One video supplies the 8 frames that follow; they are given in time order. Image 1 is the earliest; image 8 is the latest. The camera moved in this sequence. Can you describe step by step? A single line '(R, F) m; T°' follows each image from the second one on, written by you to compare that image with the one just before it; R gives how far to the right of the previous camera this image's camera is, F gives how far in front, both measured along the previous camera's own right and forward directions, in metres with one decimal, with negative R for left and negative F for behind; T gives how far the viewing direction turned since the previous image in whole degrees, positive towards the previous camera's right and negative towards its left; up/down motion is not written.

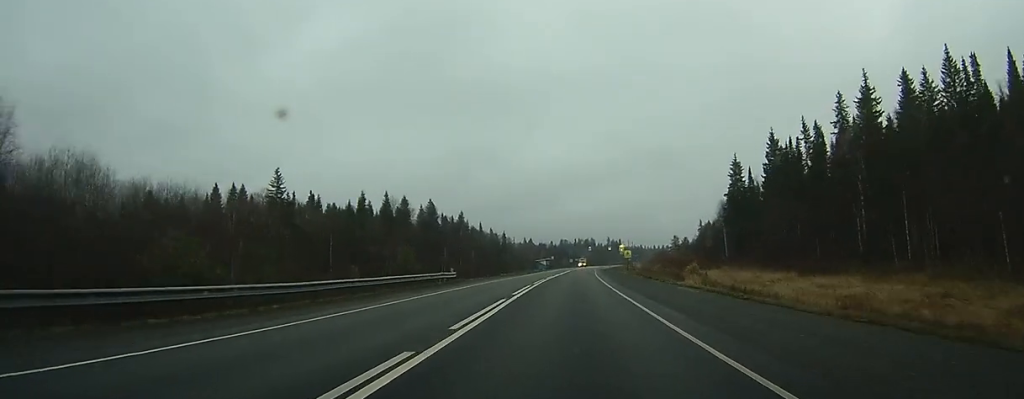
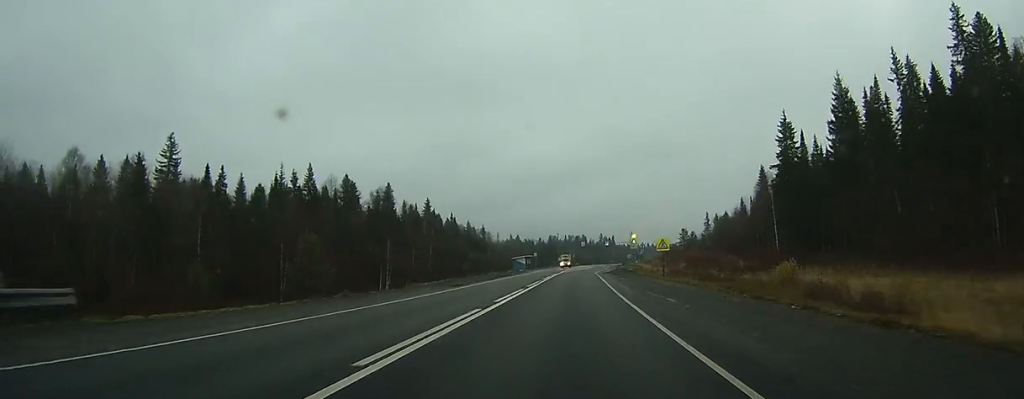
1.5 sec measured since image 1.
(+0.3, +39.6) m; +1°
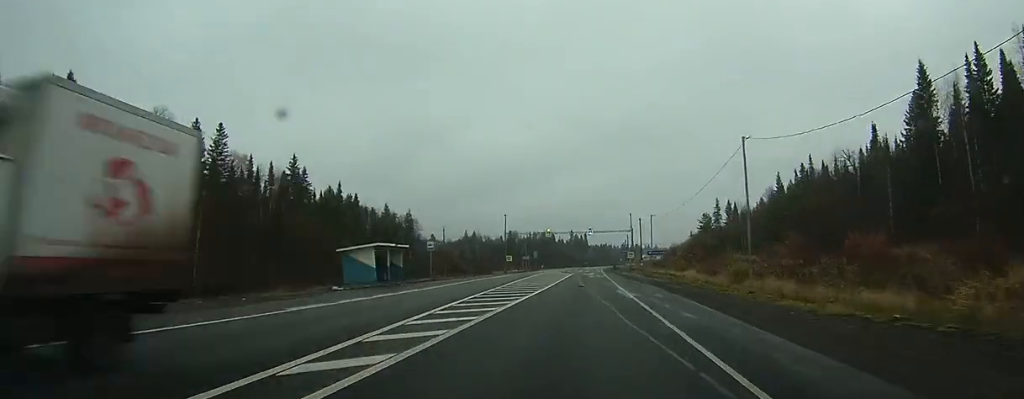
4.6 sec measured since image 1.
(+1.7, +78.1) m; +3°
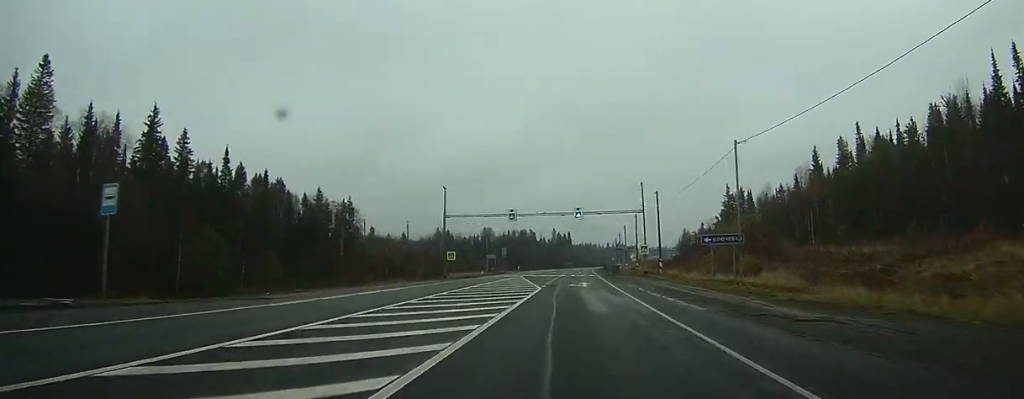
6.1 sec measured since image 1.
(+0.8, +38.4) m; +1°
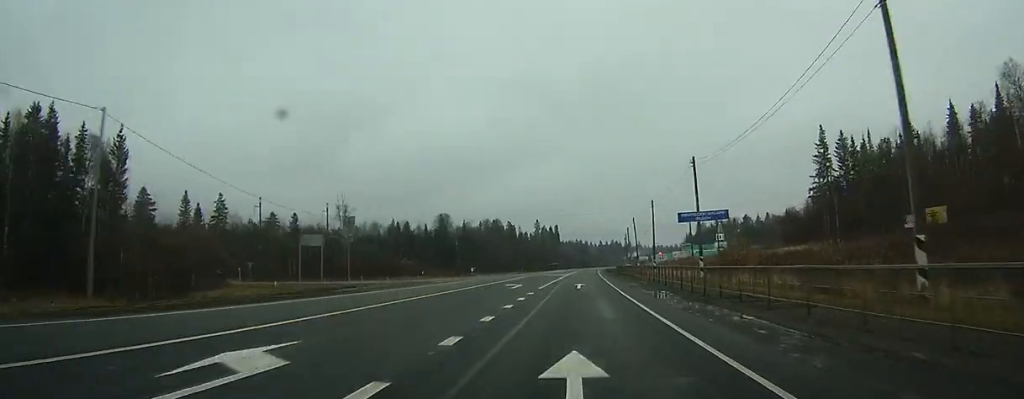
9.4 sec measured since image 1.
(+0.9, +80.4) m; +1°
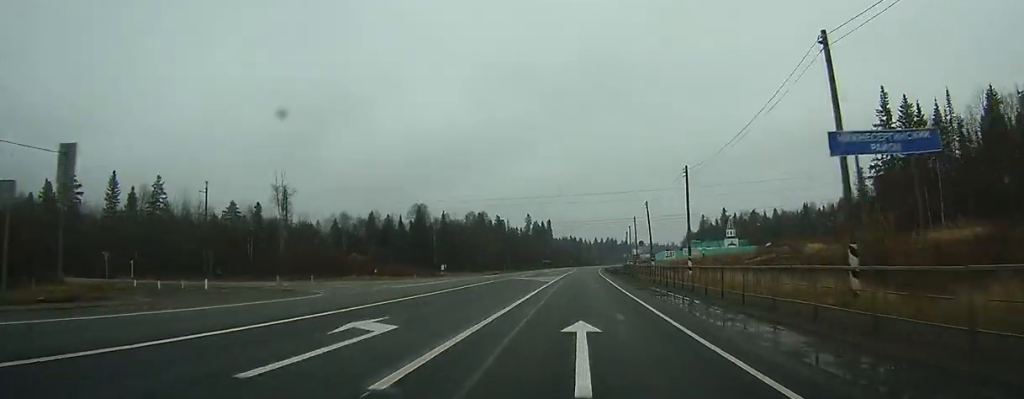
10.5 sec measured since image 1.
(0.0, +26.0) m; 0°
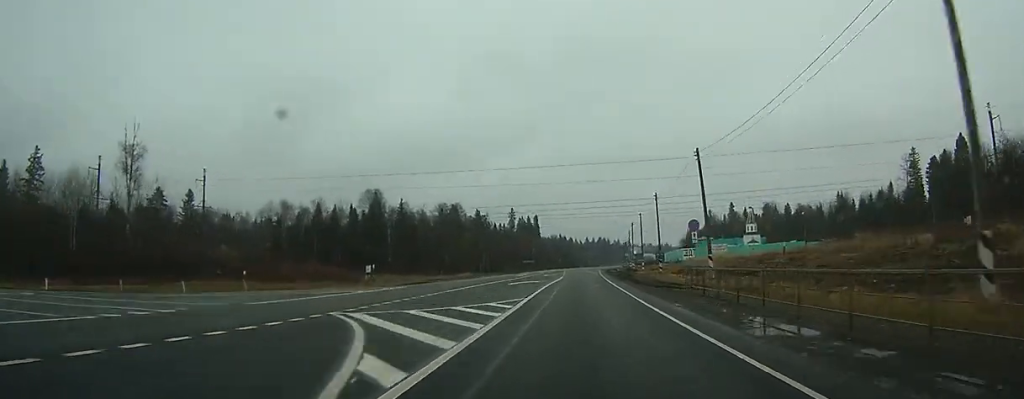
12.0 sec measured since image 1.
(+0.3, +37.2) m; 0°
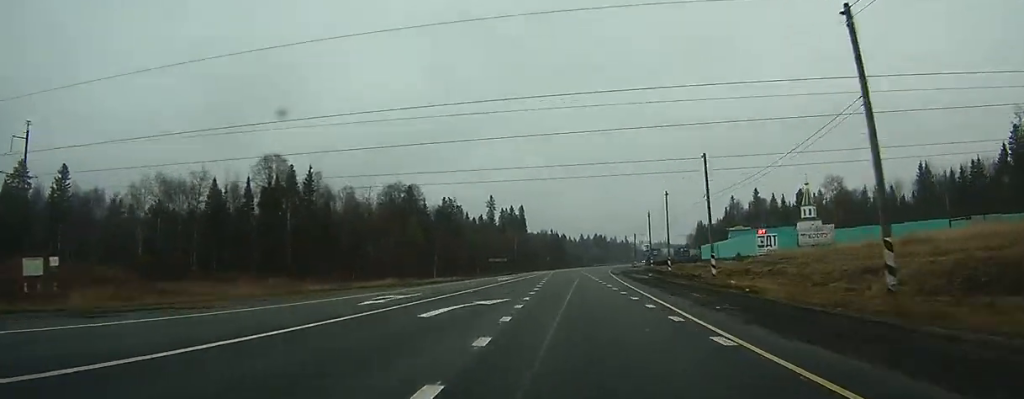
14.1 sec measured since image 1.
(+0.1, +50.3) m; 0°
